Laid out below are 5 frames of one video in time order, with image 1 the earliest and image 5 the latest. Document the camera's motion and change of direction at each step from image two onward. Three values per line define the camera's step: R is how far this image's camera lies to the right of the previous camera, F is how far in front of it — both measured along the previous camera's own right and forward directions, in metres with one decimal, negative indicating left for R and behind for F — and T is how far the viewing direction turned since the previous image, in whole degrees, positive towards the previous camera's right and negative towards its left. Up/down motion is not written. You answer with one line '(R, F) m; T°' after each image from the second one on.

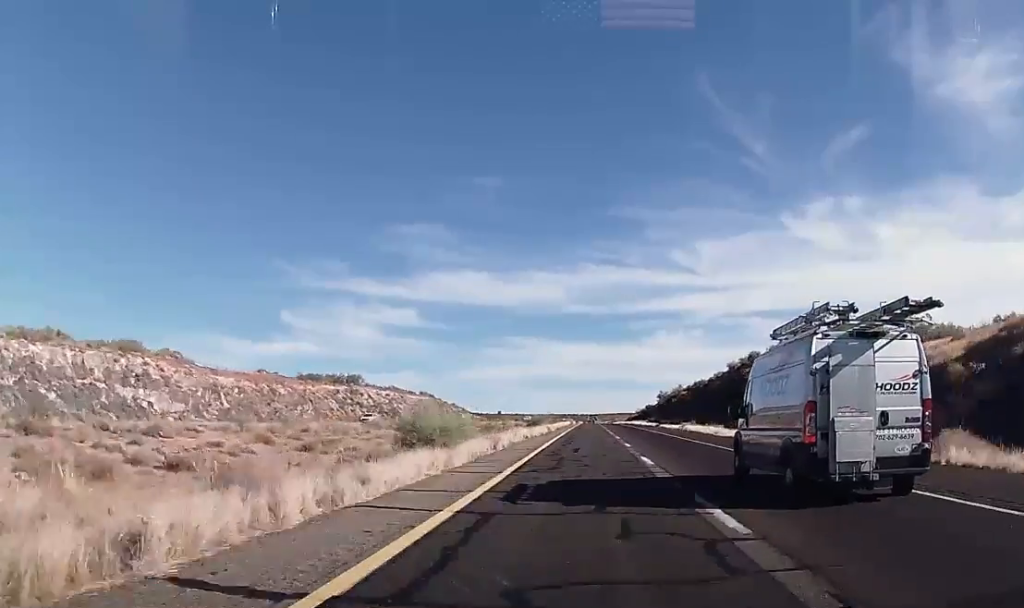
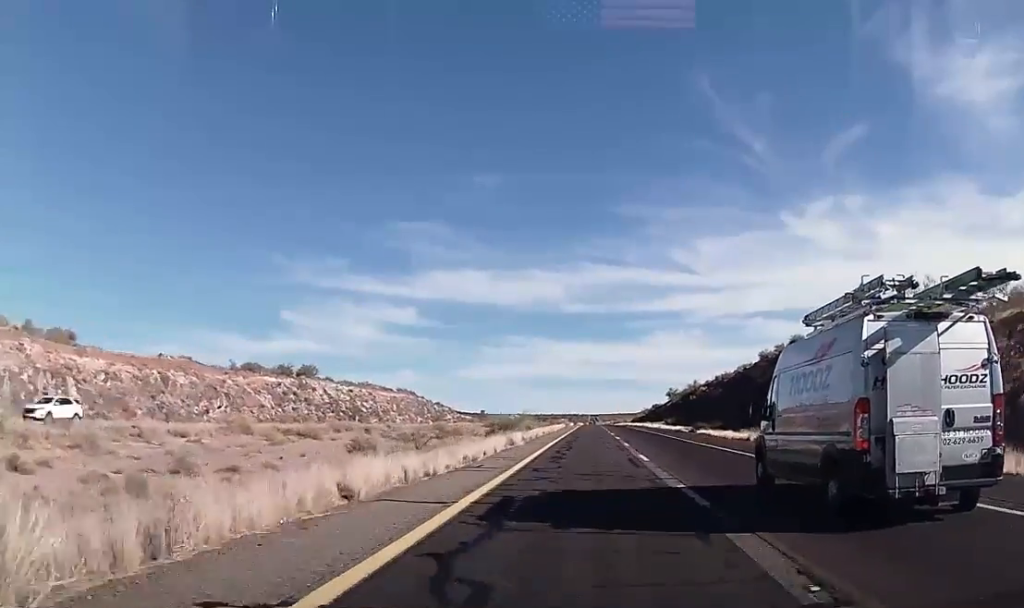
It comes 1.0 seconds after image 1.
(+0.1, +33.6) m; 0°
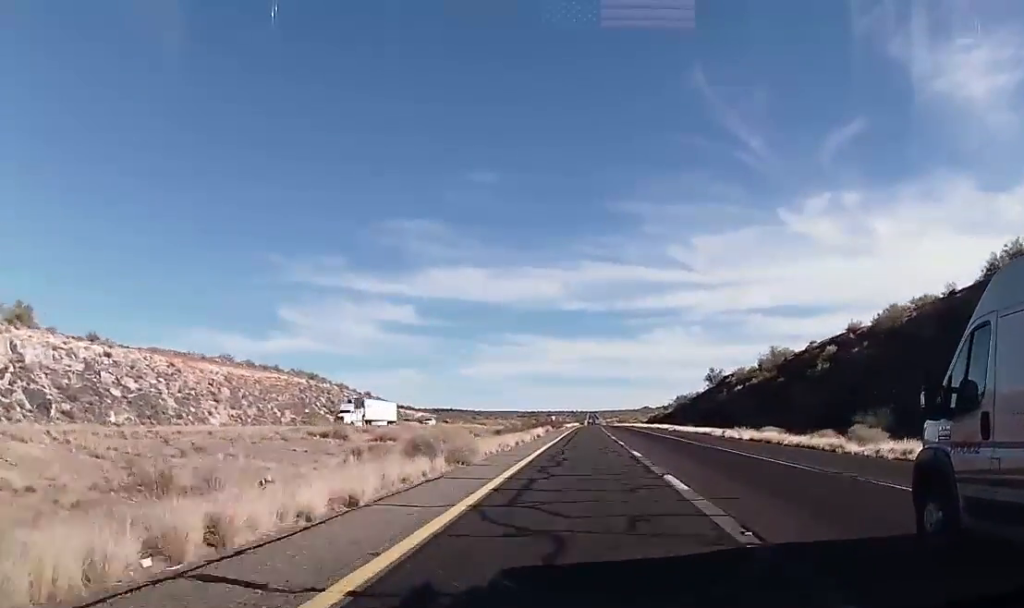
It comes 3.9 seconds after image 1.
(-0.3, +93.7) m; 0°
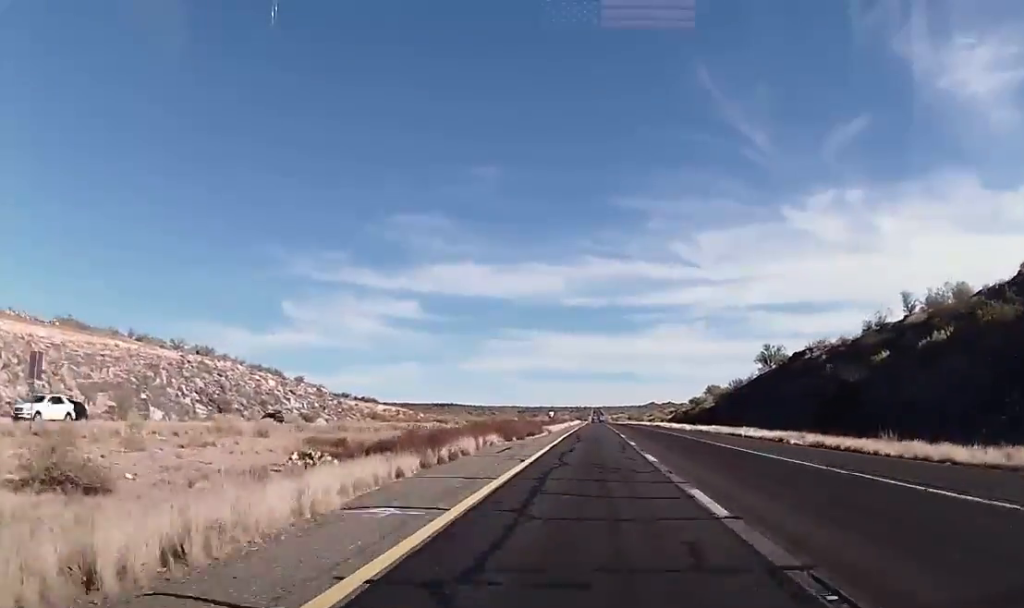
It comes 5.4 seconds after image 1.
(-0.1, +51.5) m; 0°
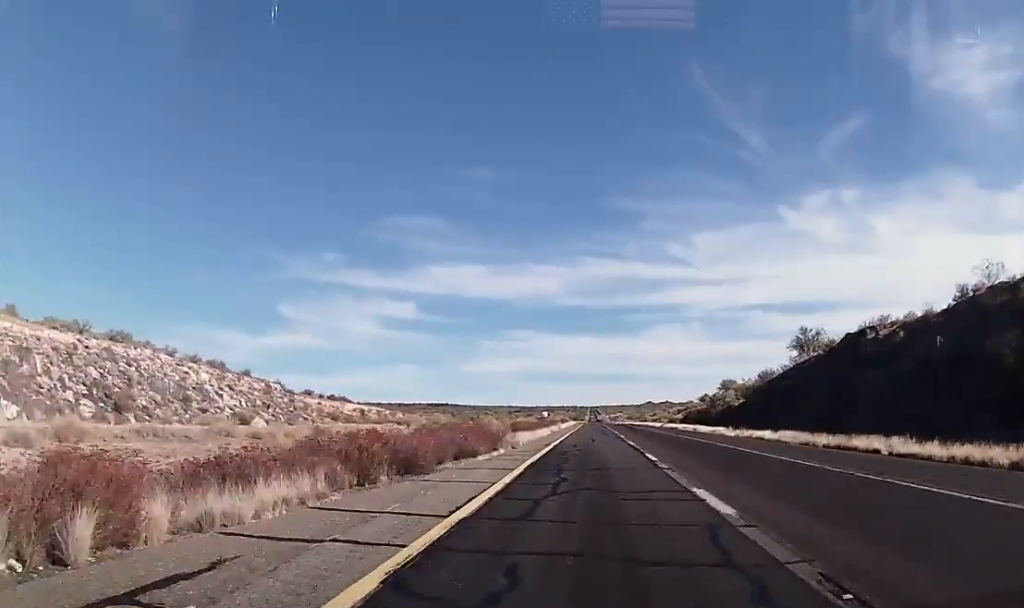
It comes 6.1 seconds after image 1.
(+0.5, +23.8) m; 0°
